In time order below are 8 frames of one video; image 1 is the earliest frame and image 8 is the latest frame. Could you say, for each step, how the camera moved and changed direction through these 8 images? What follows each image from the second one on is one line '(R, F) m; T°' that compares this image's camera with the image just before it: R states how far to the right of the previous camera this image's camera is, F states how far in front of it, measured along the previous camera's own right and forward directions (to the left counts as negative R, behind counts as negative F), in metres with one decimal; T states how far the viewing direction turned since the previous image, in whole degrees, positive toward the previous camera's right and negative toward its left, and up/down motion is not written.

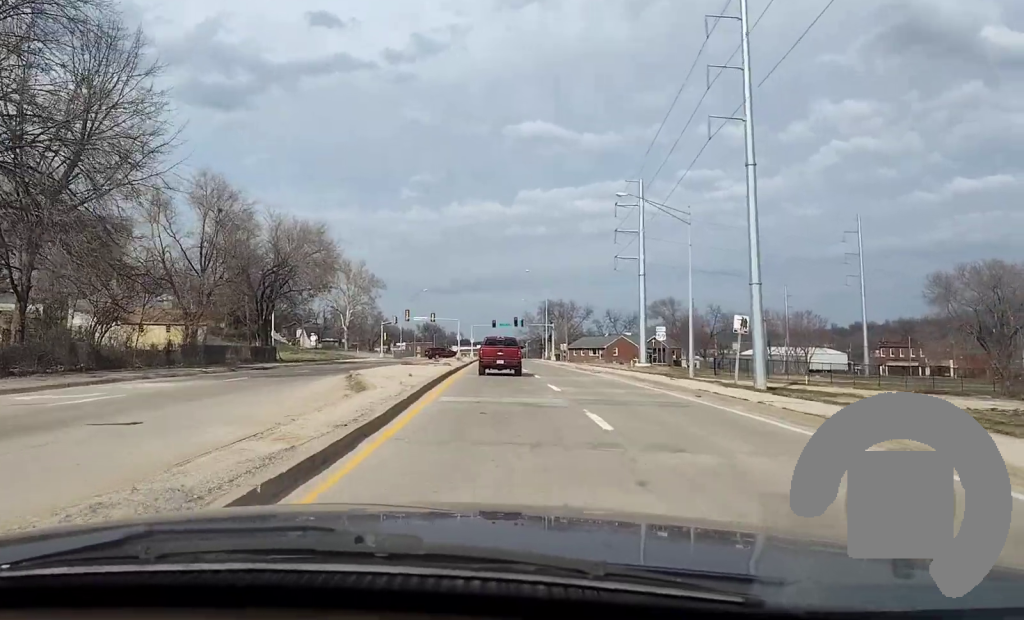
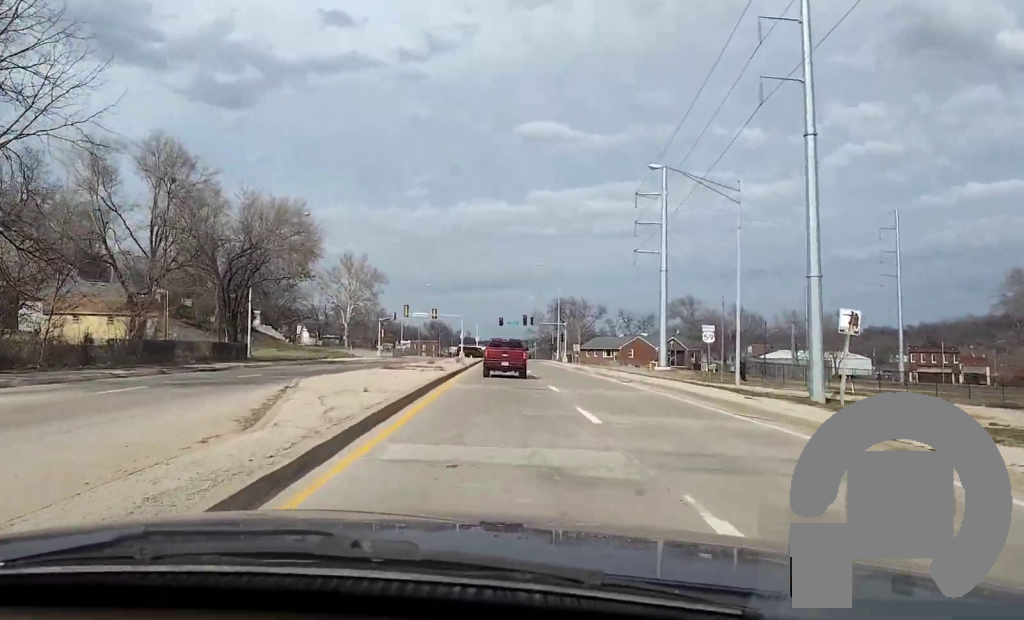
(-0.1, +11.1) m; -1°
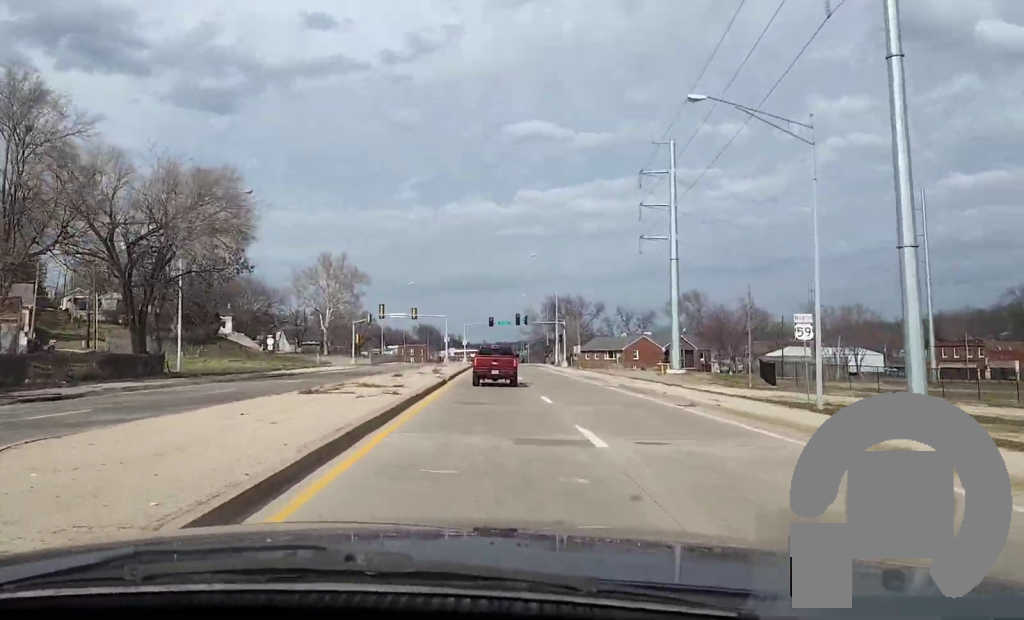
(0.0, +14.7) m; 0°
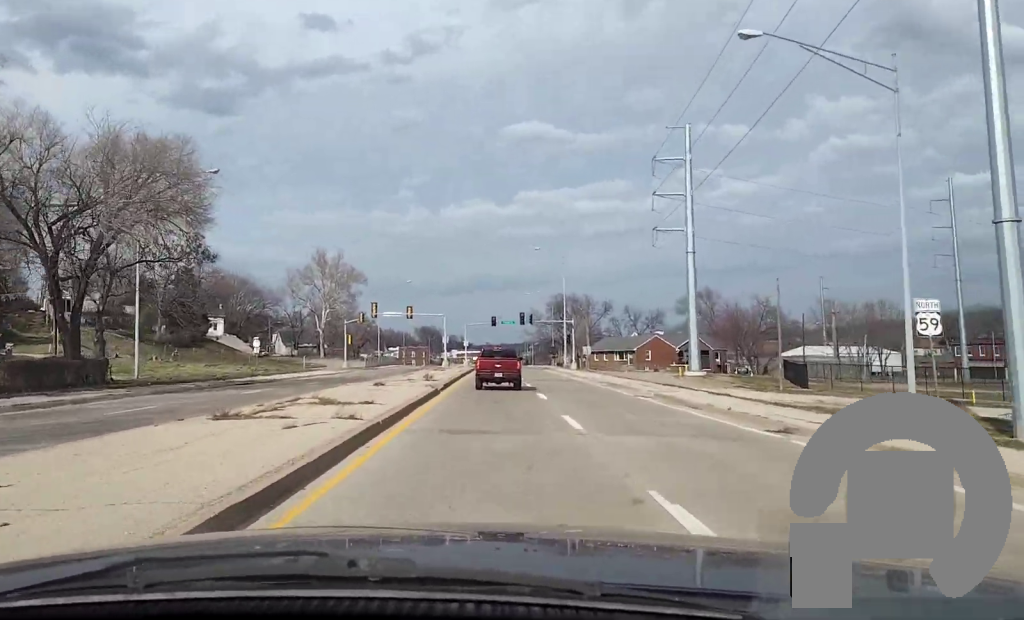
(0.0, +8.3) m; 0°
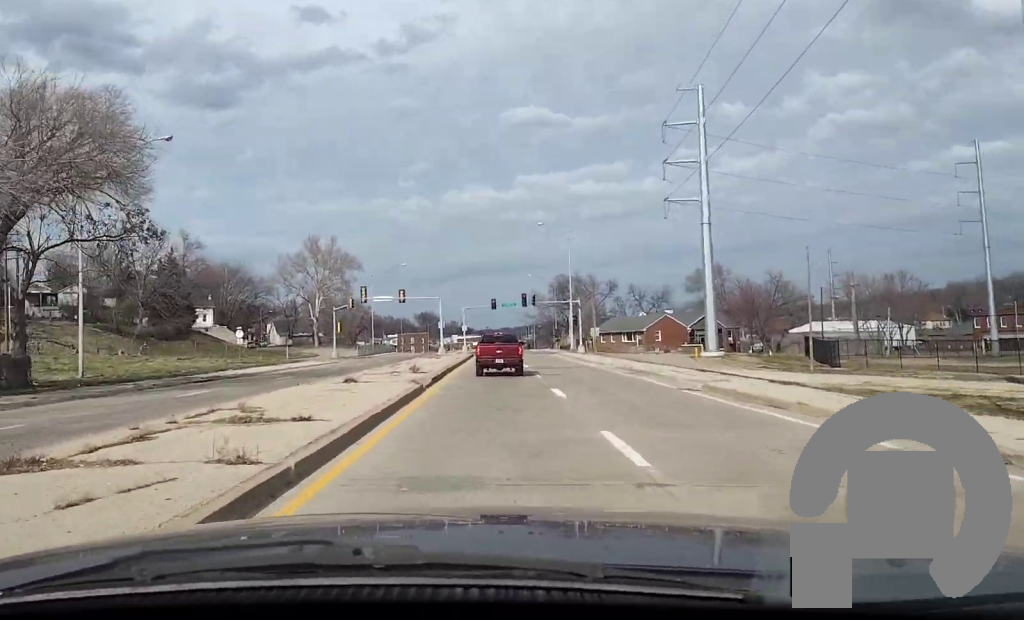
(0.0, +7.6) m; 0°
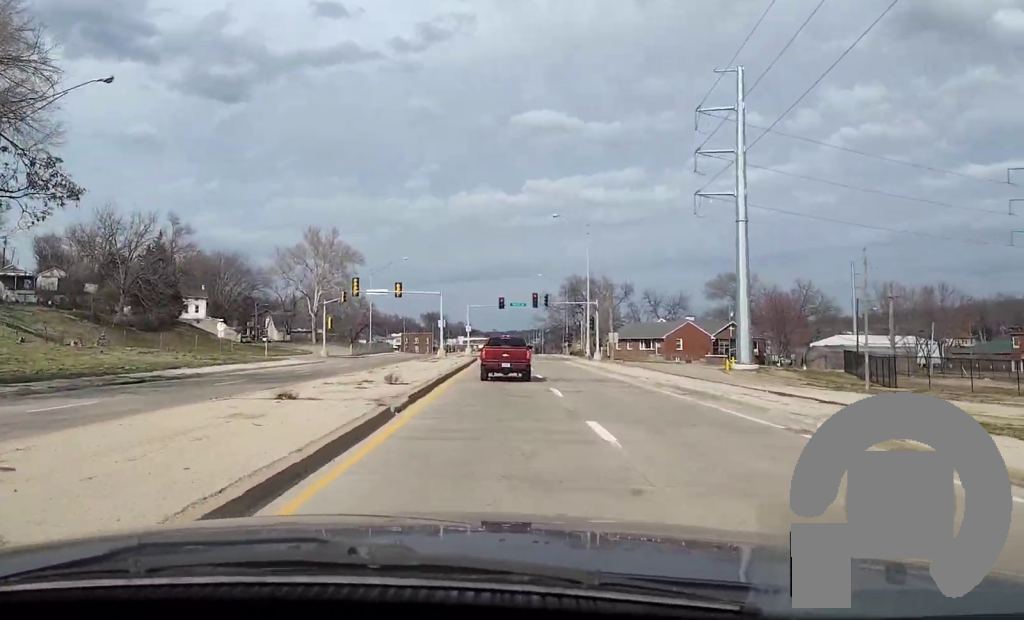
(0.0, +8.9) m; 0°
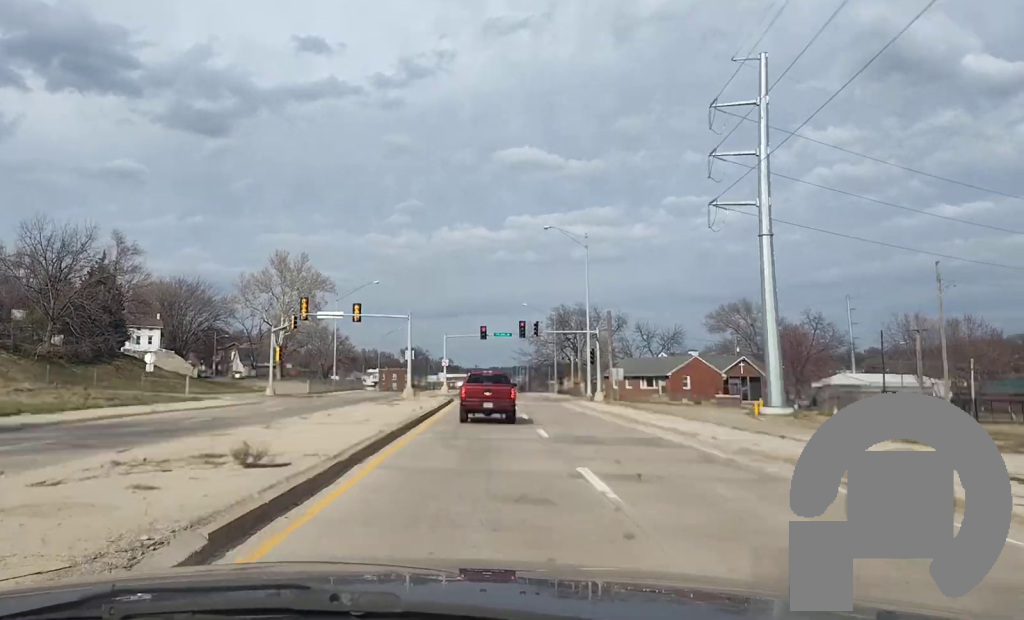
(0.0, +12.8) m; 0°
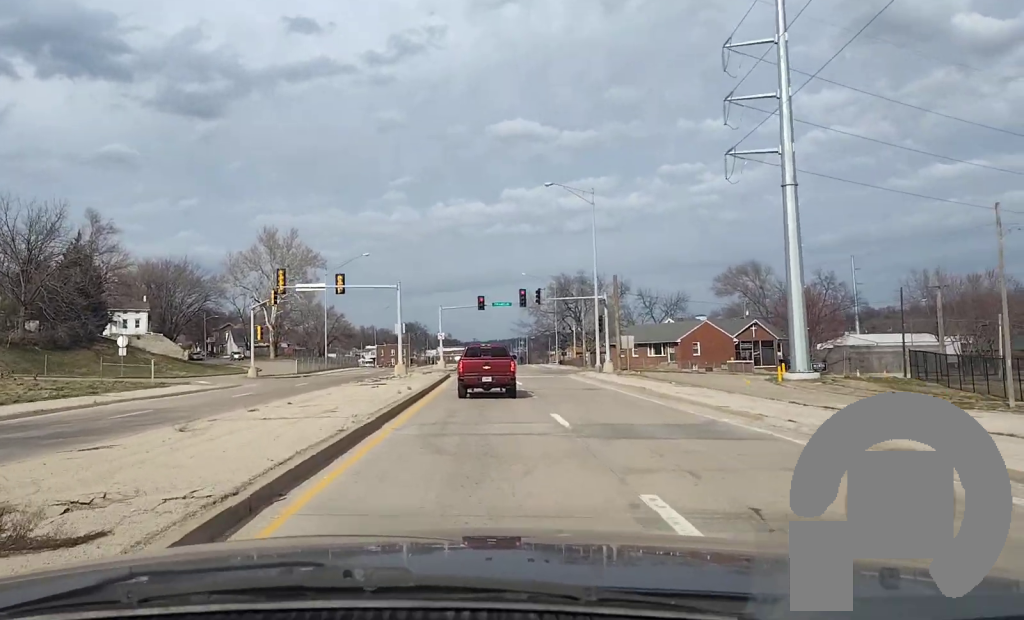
(0.0, +6.1) m; 0°
